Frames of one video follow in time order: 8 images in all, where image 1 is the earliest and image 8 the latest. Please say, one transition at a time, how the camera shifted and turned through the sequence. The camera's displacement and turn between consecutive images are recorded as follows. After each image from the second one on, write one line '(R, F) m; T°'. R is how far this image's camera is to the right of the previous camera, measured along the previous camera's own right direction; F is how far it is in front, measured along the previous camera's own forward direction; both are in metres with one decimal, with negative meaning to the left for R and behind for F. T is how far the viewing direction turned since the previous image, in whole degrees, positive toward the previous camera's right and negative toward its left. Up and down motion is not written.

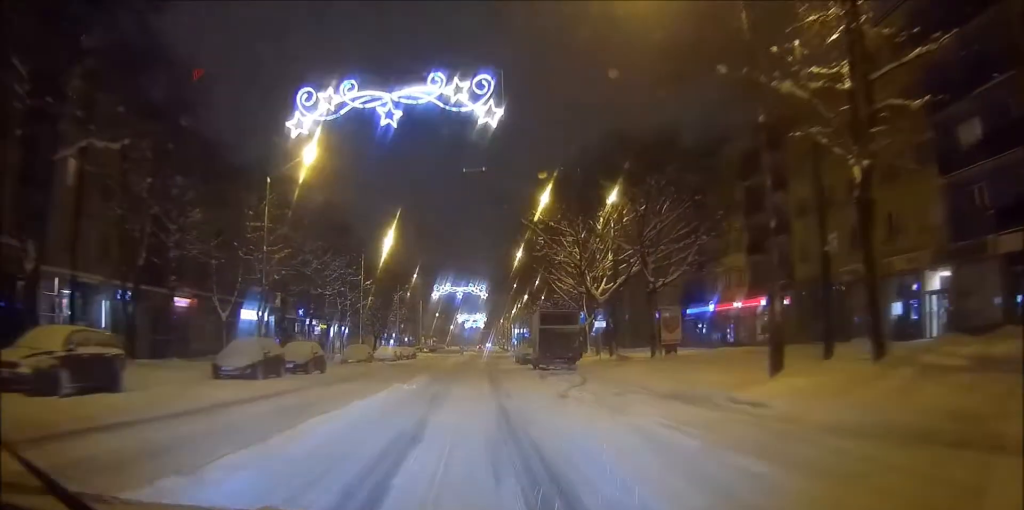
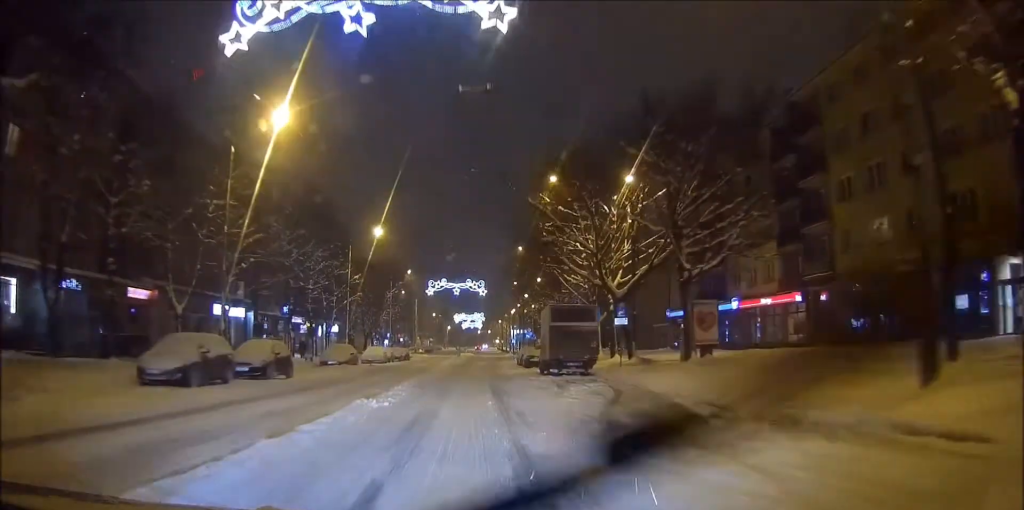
(0.0, +5.9) m; -1°
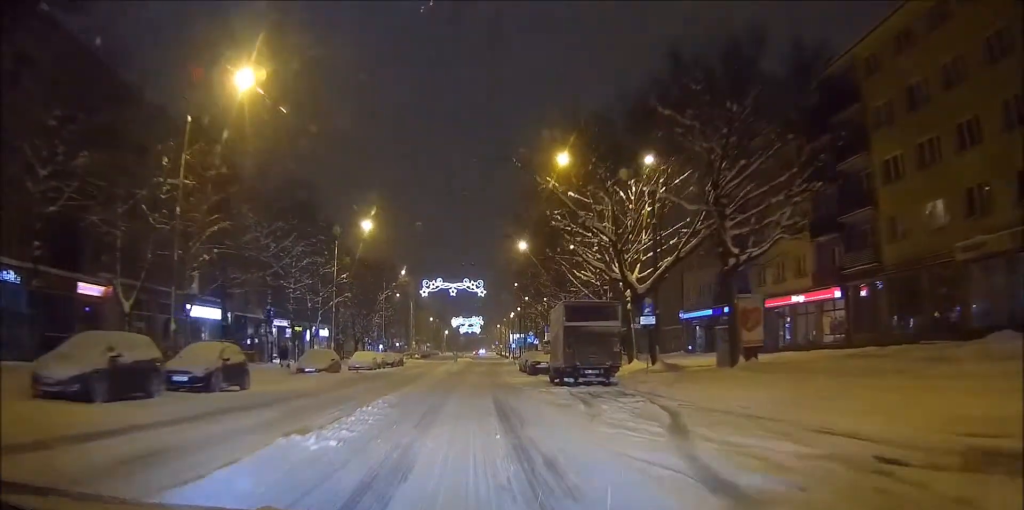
(-0.1, +5.3) m; 0°
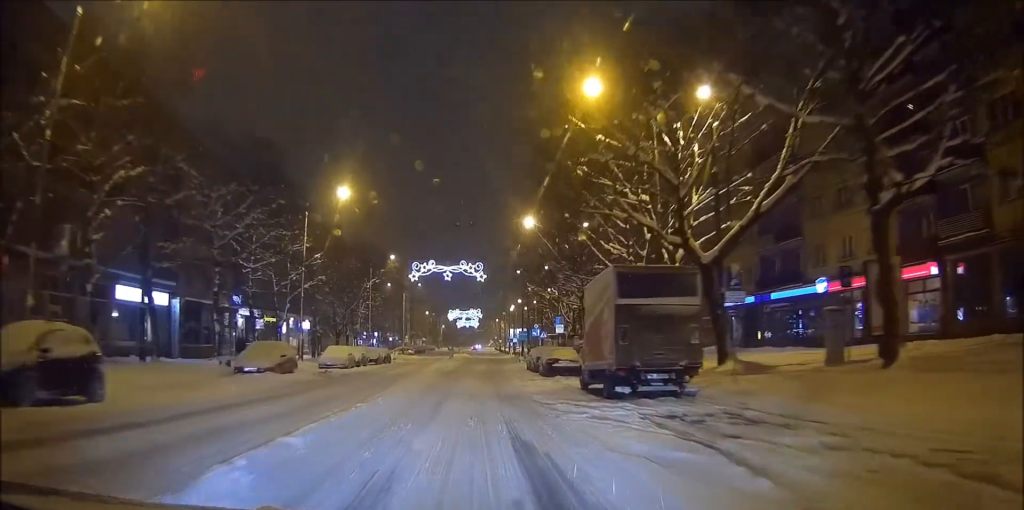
(0.0, +9.3) m; 0°
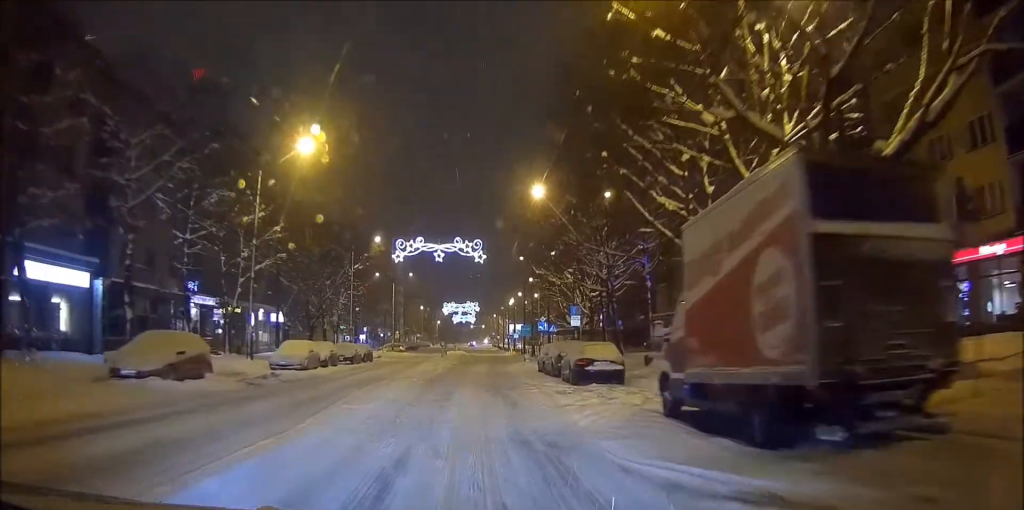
(+0.1, +9.6) m; +1°
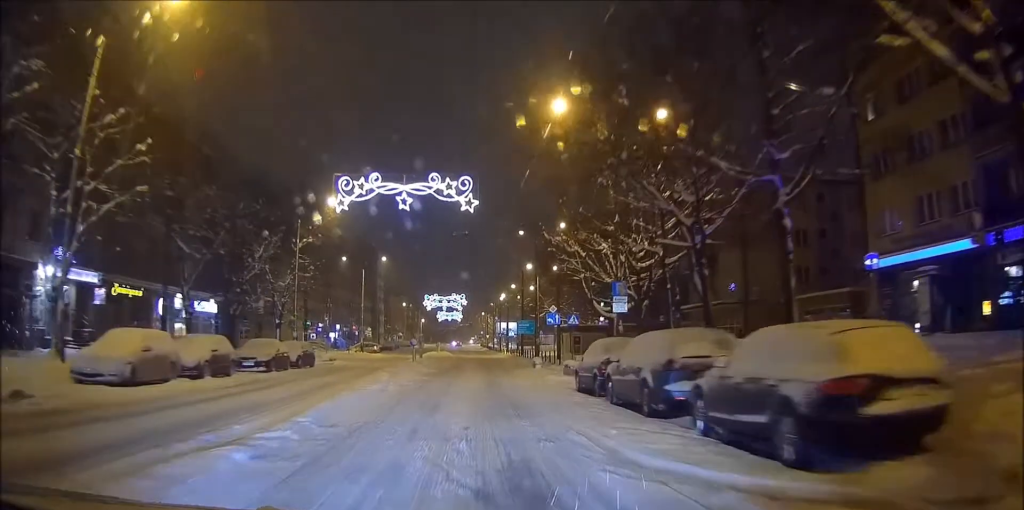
(0.0, +16.5) m; 0°
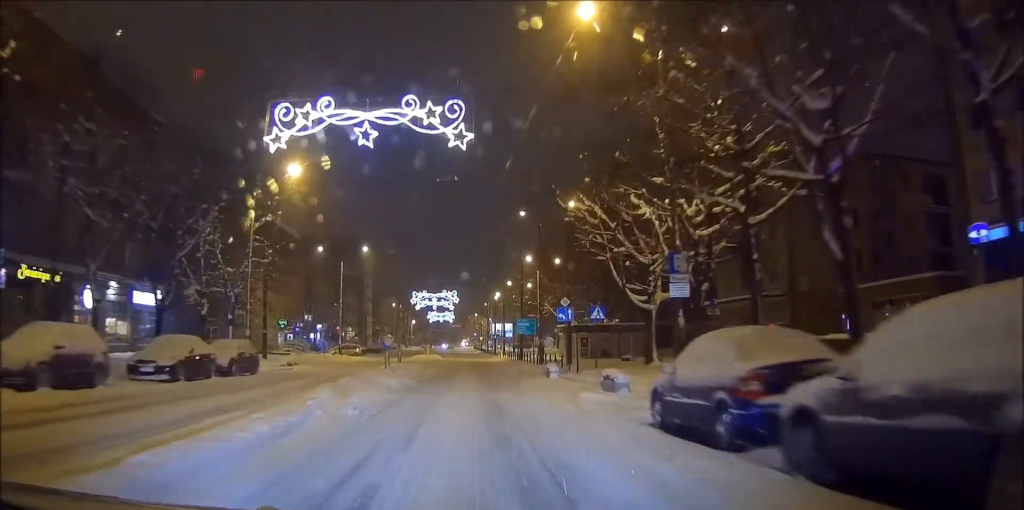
(-0.1, +9.3) m; 0°
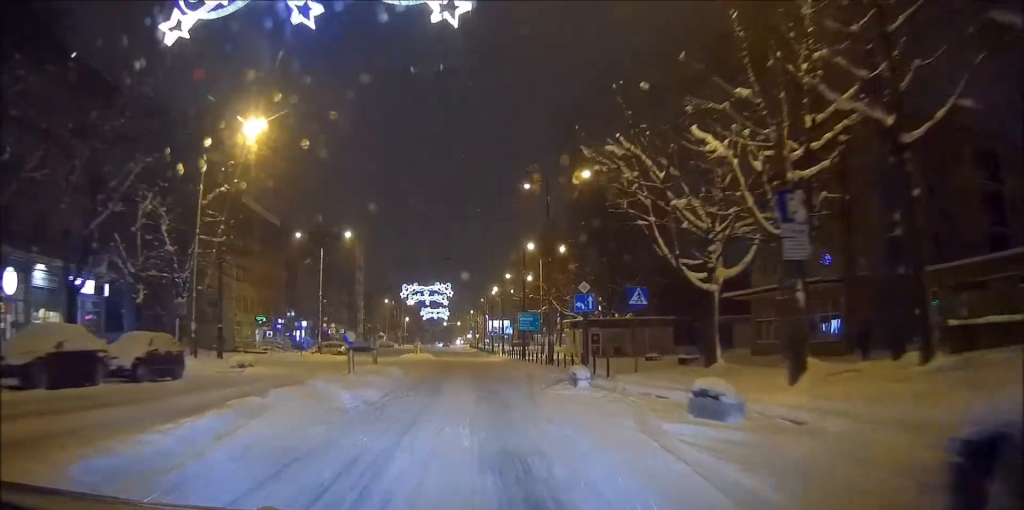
(0.0, +7.8) m; 0°
